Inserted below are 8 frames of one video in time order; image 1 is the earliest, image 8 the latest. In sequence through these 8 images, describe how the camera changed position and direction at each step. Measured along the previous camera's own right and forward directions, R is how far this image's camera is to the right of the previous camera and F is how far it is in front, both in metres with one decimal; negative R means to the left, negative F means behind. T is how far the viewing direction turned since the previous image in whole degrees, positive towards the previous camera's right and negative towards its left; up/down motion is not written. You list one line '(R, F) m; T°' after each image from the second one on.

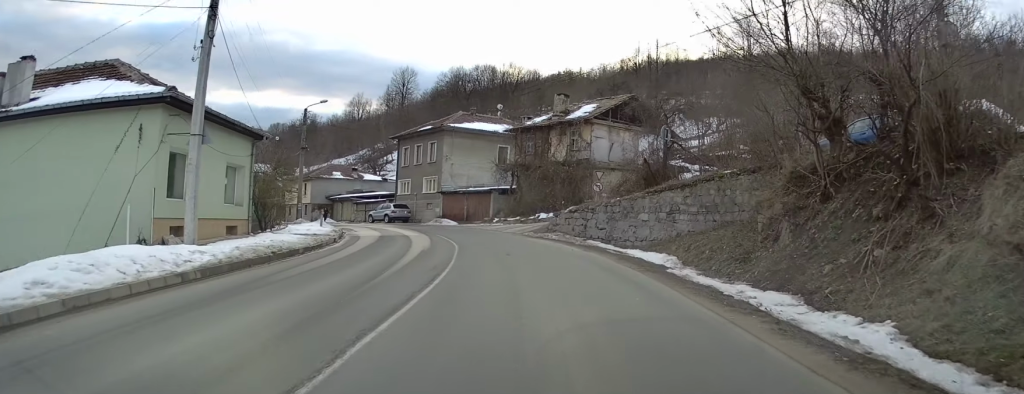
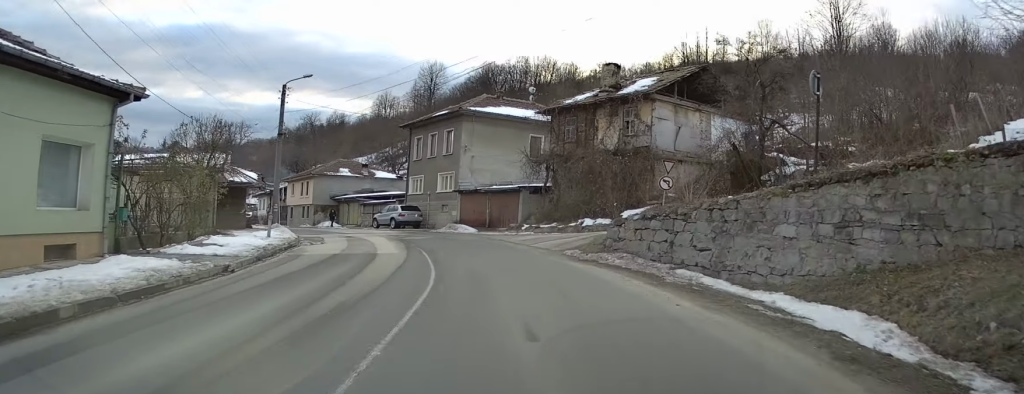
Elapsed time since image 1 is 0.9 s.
(-0.1, +10.3) m; -3°
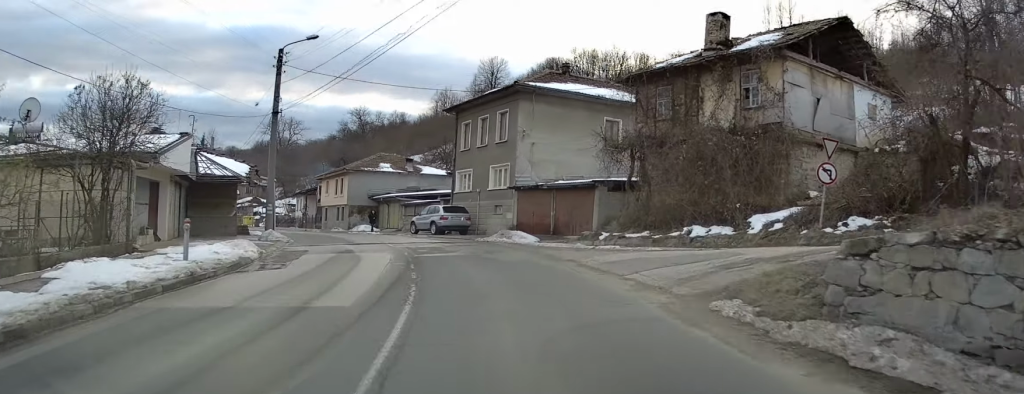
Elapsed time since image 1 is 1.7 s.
(-0.2, +9.3) m; -5°
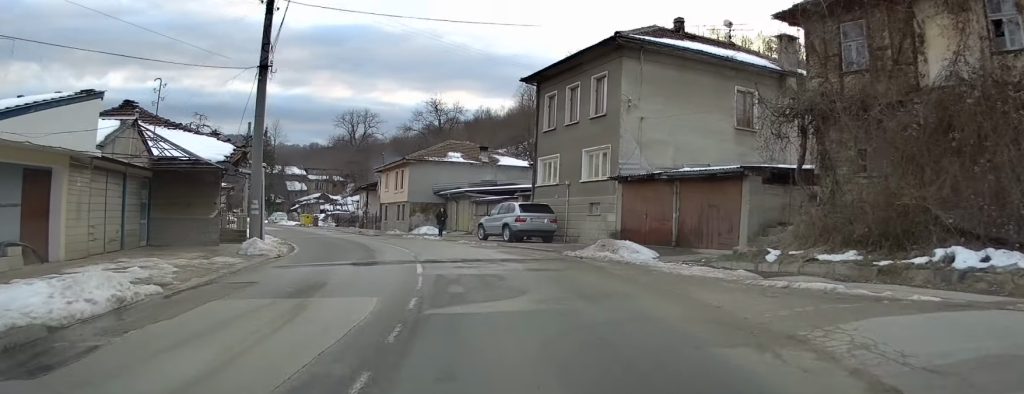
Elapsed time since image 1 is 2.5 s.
(-0.7, +9.6) m; -7°
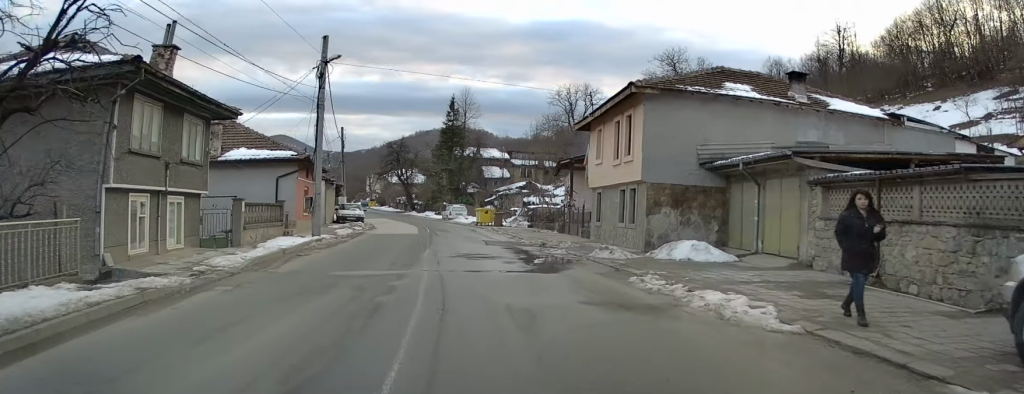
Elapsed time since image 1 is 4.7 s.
(-4.1, +24.8) m; -19°
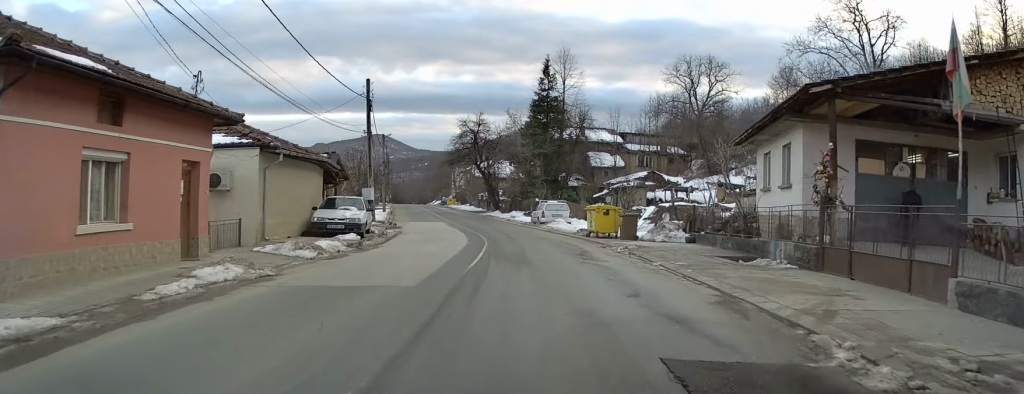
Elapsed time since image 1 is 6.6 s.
(-1.9, +21.8) m; -7°
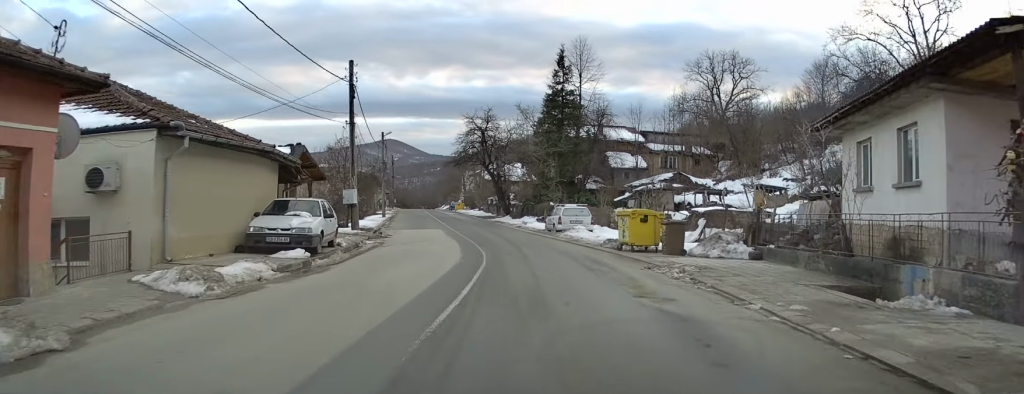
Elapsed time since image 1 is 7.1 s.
(-0.1, +5.9) m; -1°
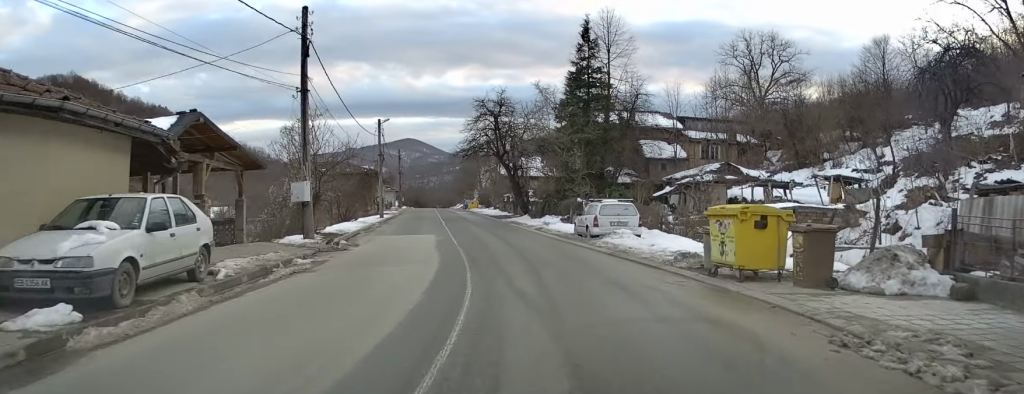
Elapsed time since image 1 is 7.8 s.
(0.0, +8.8) m; -2°
